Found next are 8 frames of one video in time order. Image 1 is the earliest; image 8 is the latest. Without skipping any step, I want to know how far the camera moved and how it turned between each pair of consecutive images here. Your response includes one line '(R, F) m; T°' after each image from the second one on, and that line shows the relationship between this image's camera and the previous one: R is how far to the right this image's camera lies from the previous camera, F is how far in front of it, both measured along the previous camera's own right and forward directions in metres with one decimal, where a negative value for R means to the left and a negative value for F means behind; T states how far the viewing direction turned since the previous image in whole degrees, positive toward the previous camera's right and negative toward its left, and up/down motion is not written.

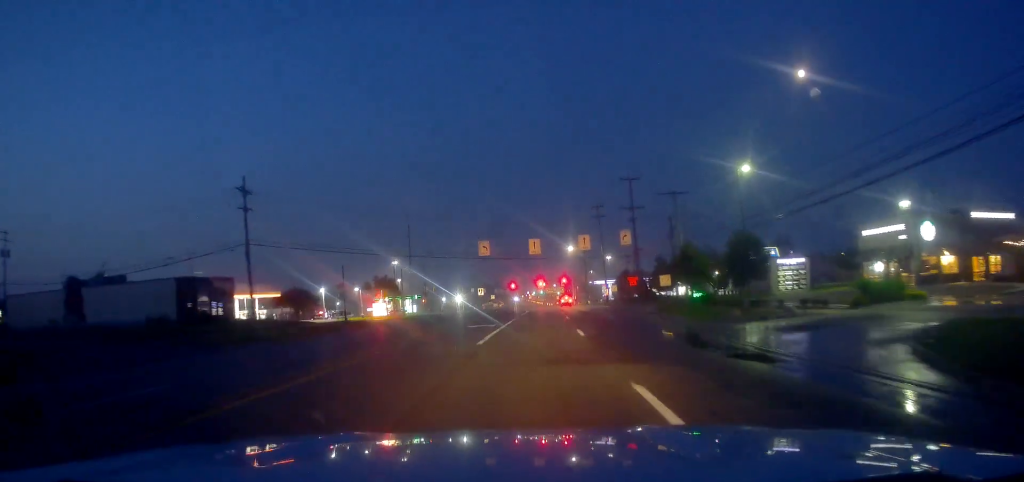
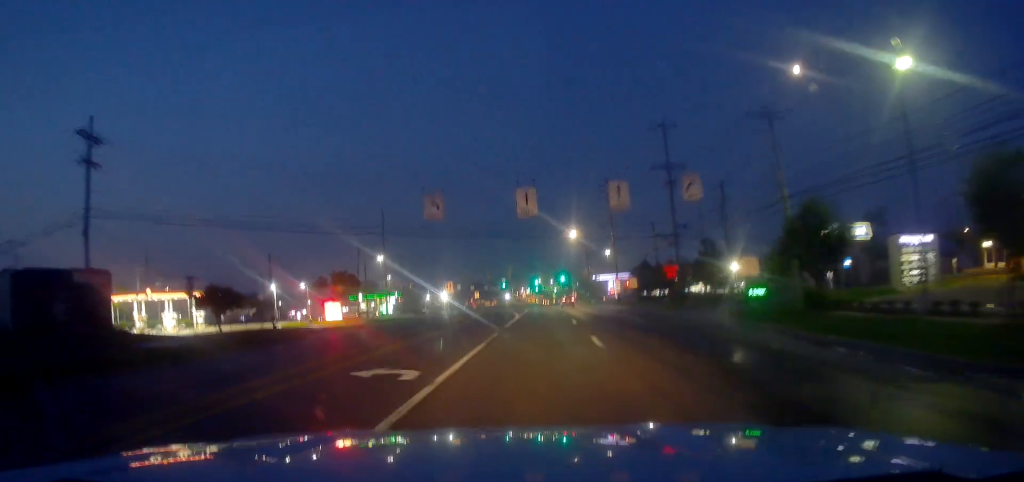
(+0.6, +21.9) m; -1°
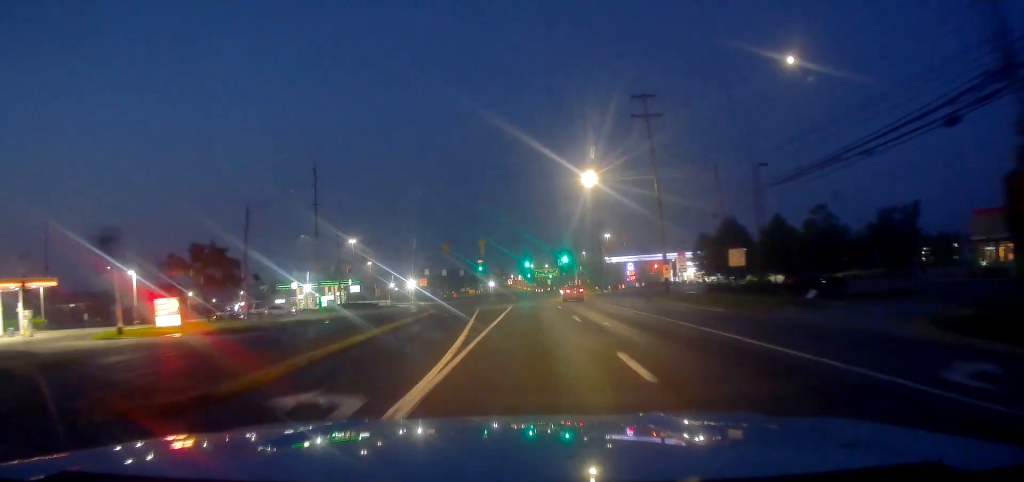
(+0.2, +36.5) m; +3°
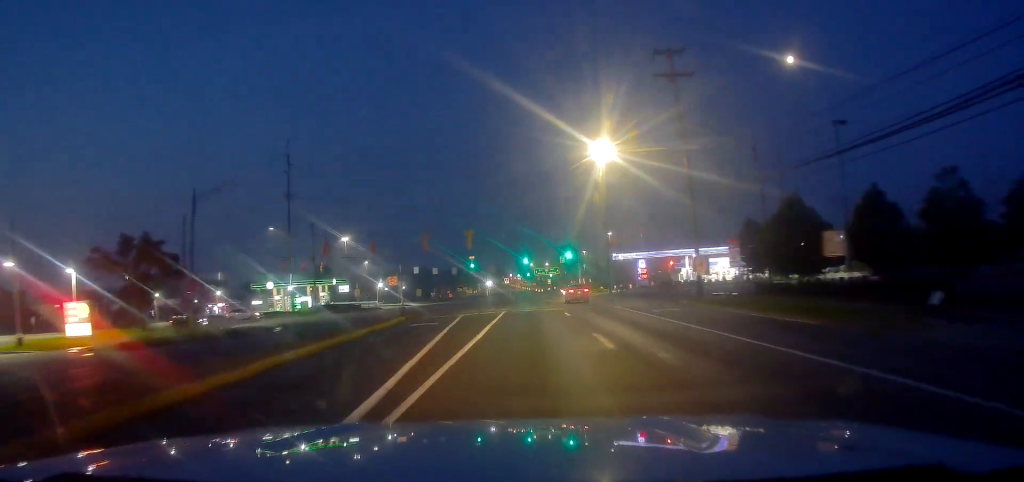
(0.0, +10.8) m; 0°
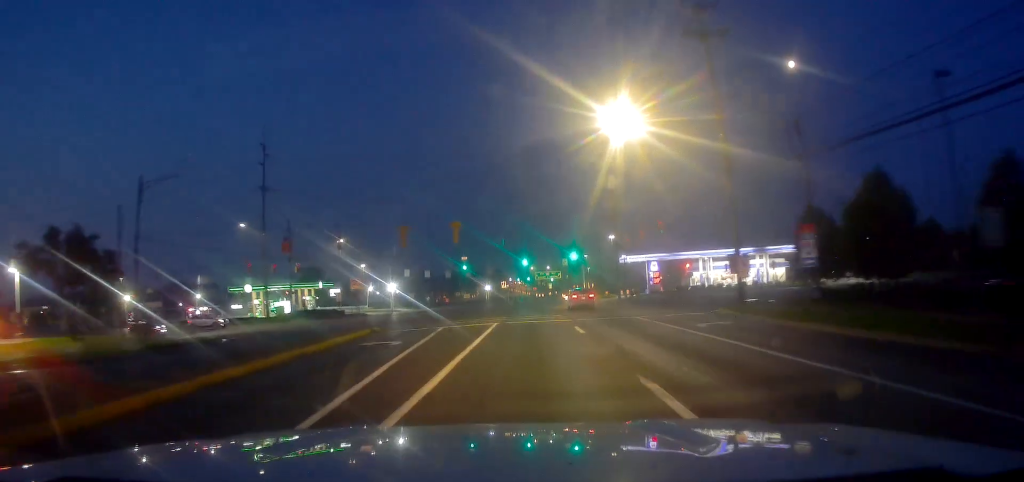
(0.0, +8.6) m; 0°
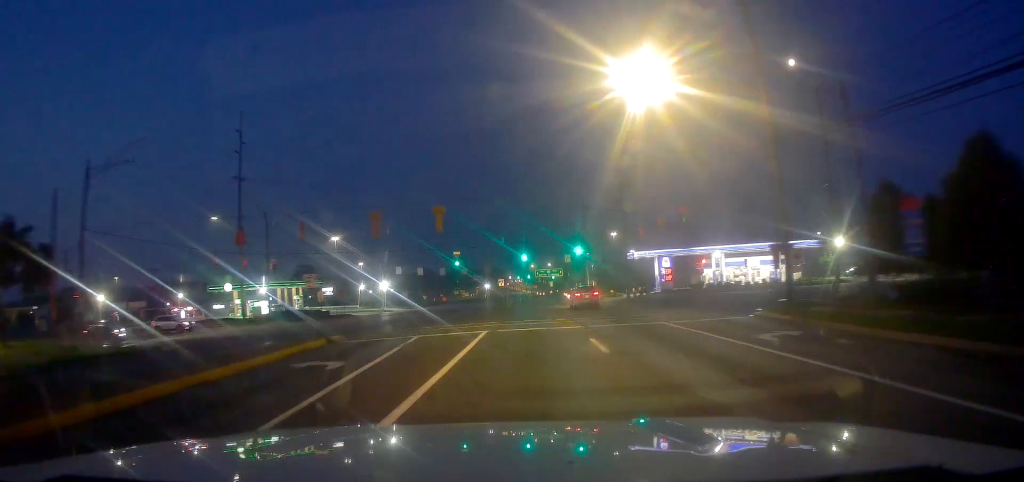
(0.0, +6.9) m; 0°
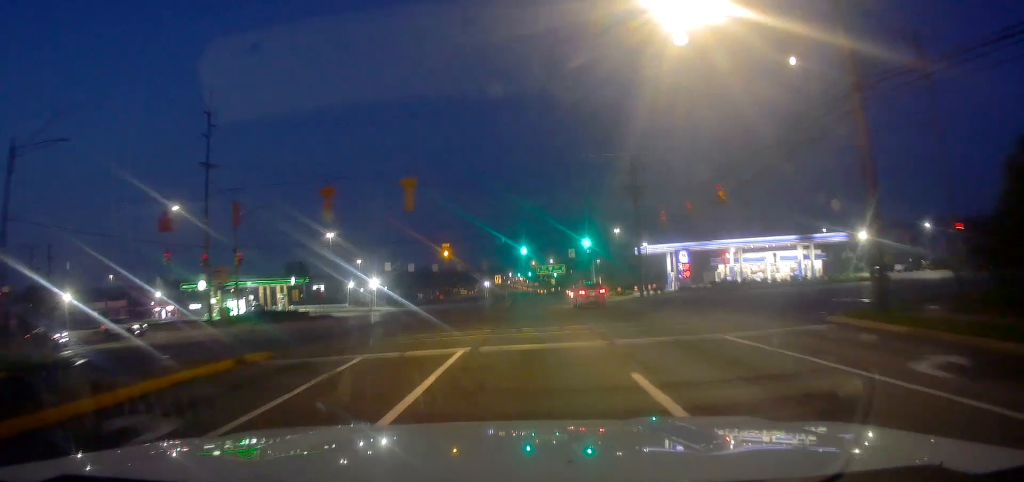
(0.0, +8.6) m; 0°
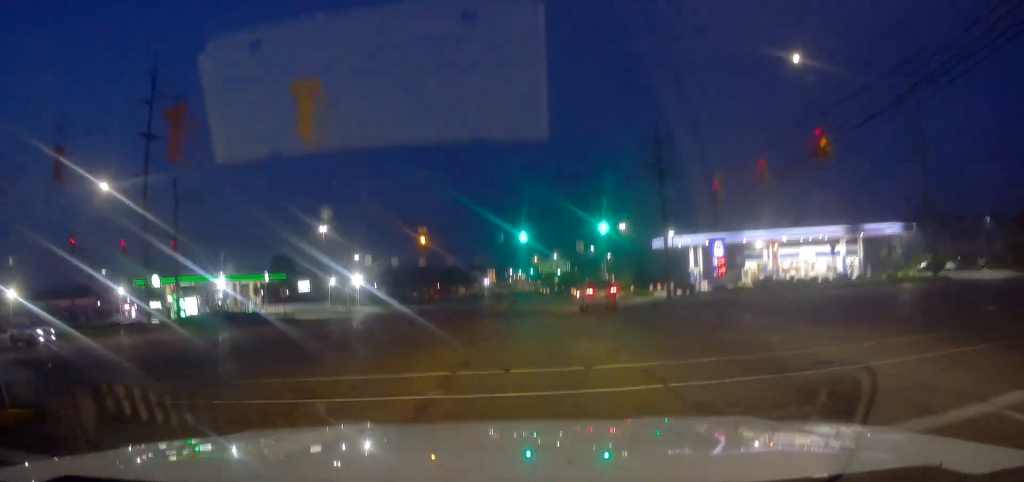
(0.0, +11.5) m; 0°
